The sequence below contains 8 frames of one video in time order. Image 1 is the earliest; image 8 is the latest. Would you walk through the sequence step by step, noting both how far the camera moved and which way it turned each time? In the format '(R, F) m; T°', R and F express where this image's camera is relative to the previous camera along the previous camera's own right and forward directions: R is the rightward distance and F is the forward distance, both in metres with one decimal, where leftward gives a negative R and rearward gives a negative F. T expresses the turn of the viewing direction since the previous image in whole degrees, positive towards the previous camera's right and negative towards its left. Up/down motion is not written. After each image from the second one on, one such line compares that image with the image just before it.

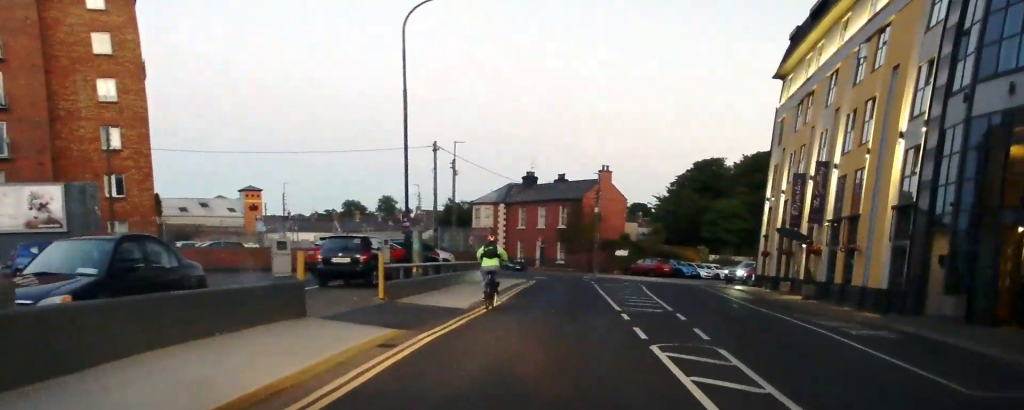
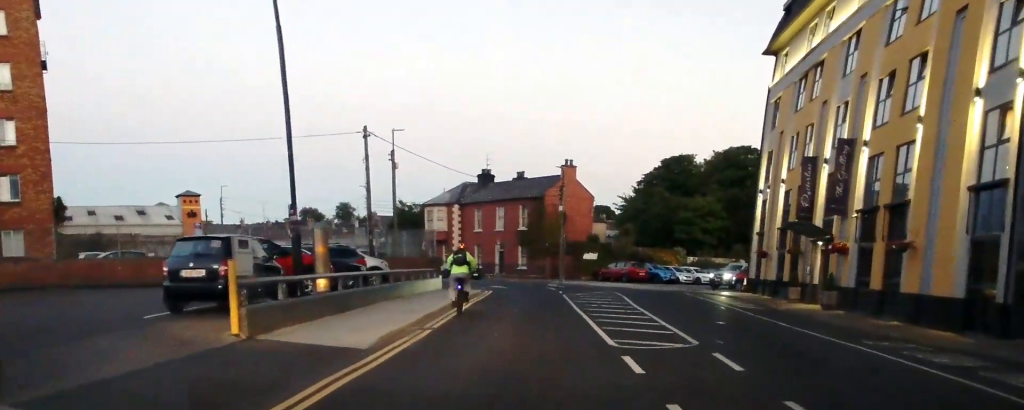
(+0.4, +7.6) m; +2°
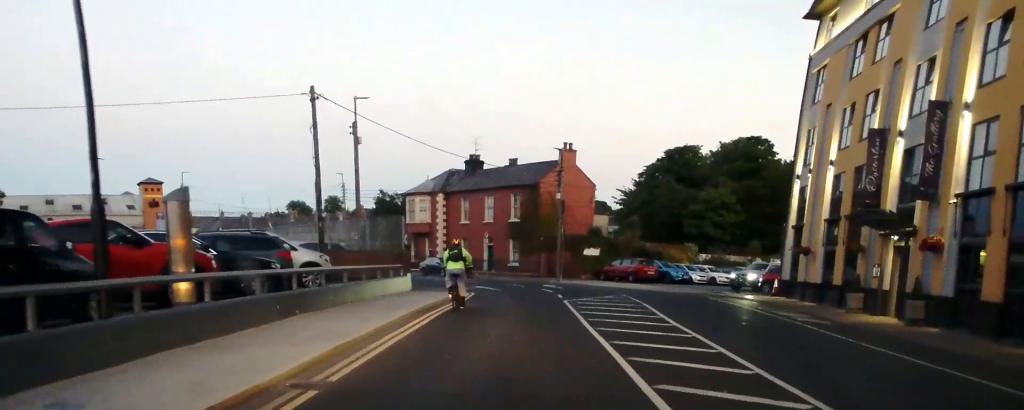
(-0.1, +7.6) m; 0°
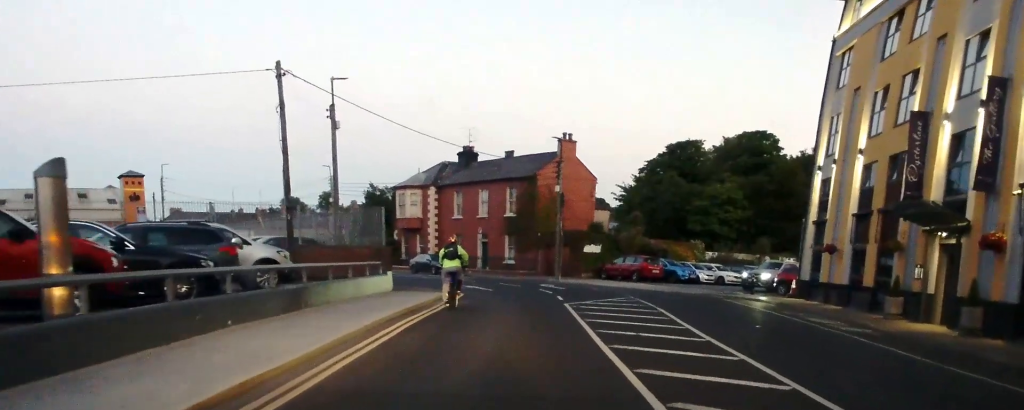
(0.0, +3.4) m; 0°
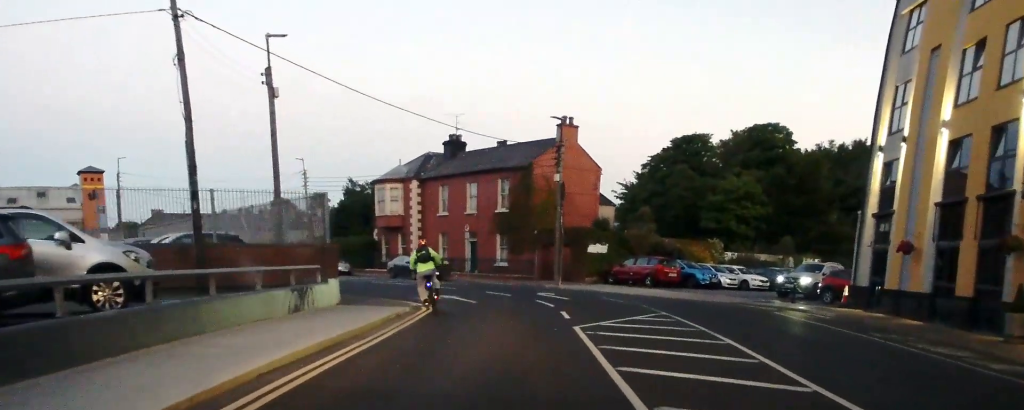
(+0.2, +7.2) m; -1°
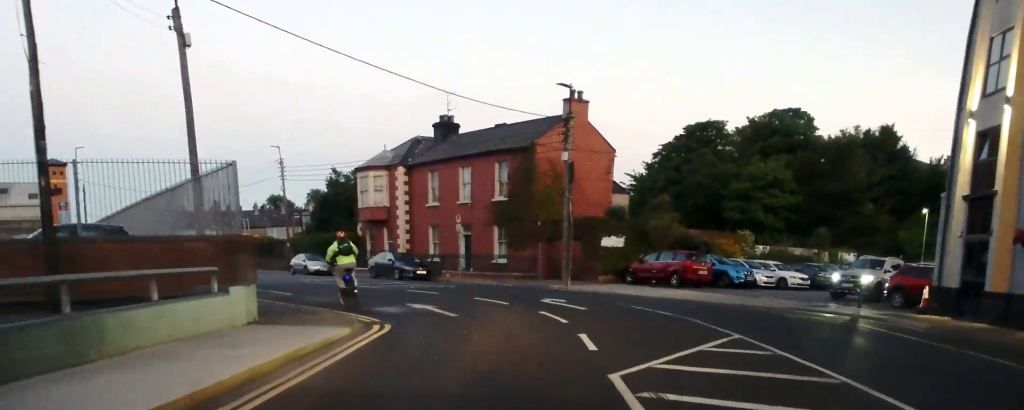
(-0.2, +6.8) m; -2°
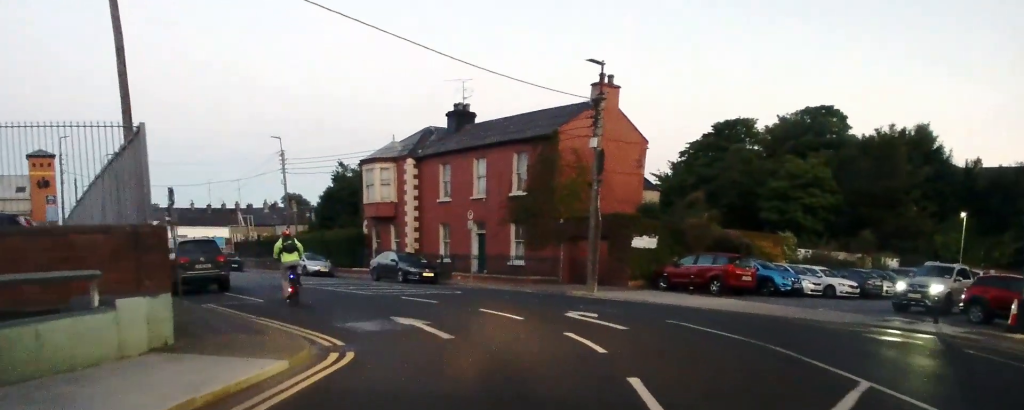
(0.0, +4.3) m; -2°
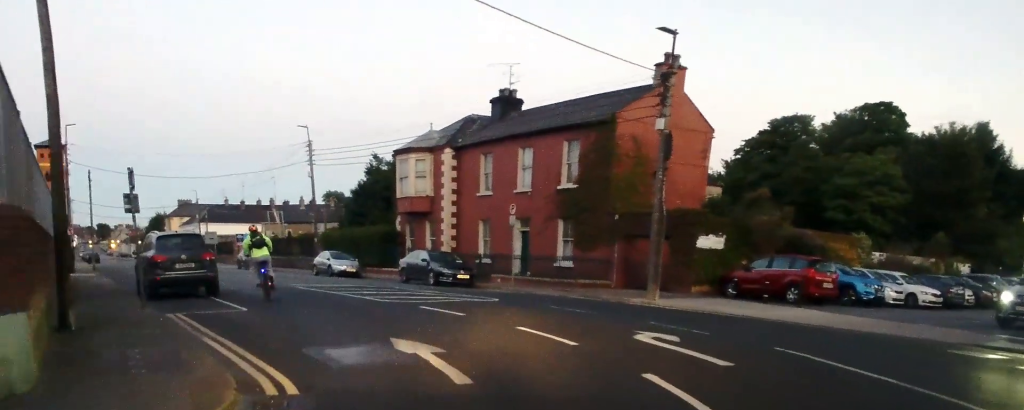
(0.0, +4.2) m; -3°
